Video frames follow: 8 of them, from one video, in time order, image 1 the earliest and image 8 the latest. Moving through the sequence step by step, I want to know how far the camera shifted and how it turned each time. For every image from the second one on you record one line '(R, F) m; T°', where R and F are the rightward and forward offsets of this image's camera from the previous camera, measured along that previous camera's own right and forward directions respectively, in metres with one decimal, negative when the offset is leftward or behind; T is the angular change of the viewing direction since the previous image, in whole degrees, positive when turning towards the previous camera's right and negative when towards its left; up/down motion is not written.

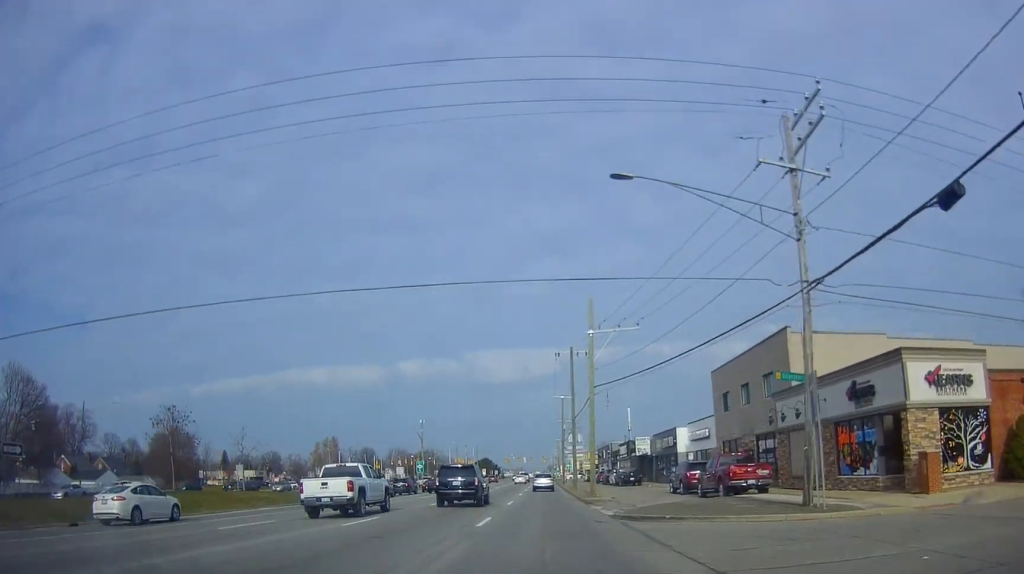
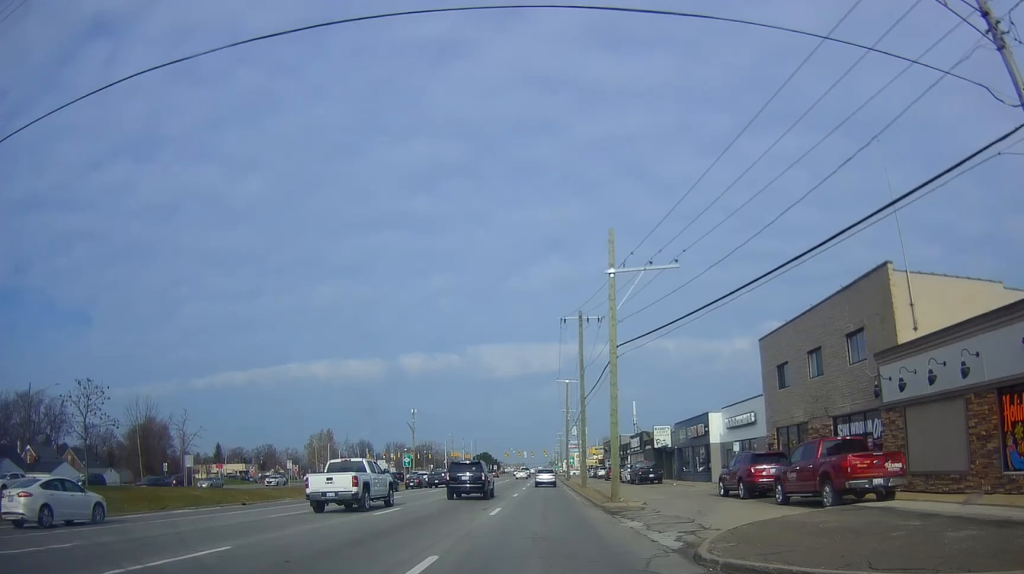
(+0.3, +10.5) m; -1°
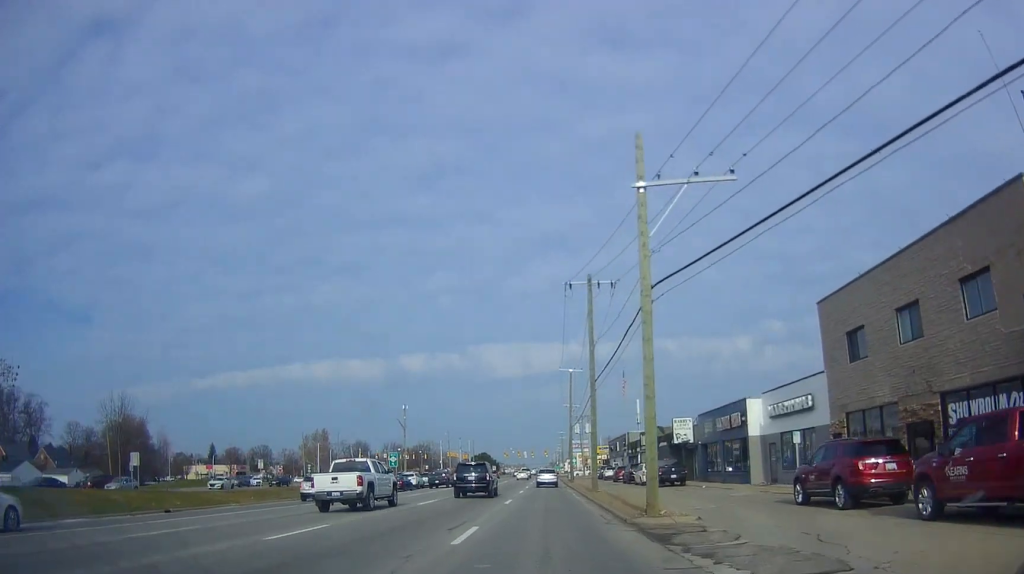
(0.0, +8.6) m; -1°
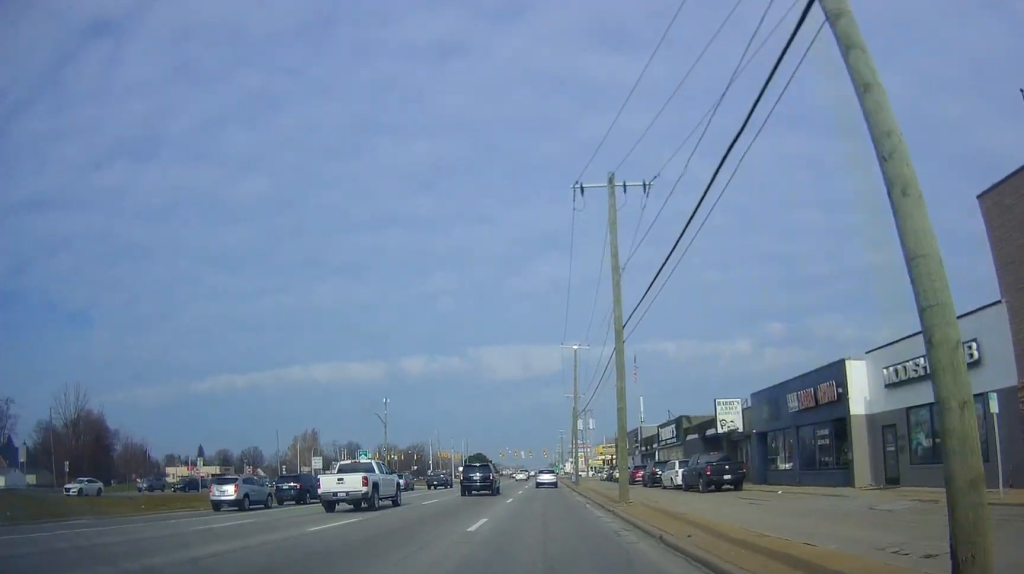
(-0.5, +13.1) m; -1°
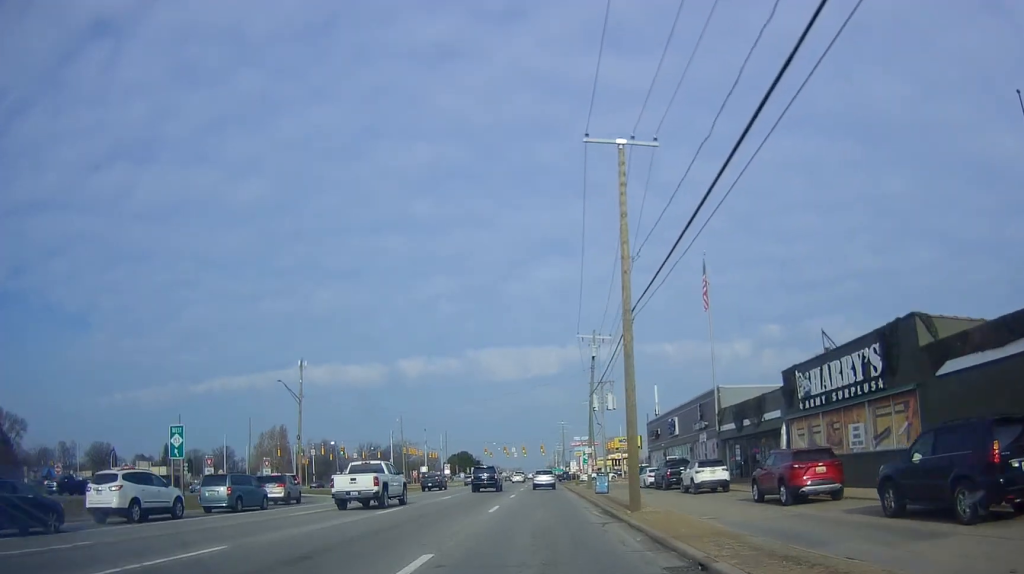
(+1.1, +36.1) m; +1°
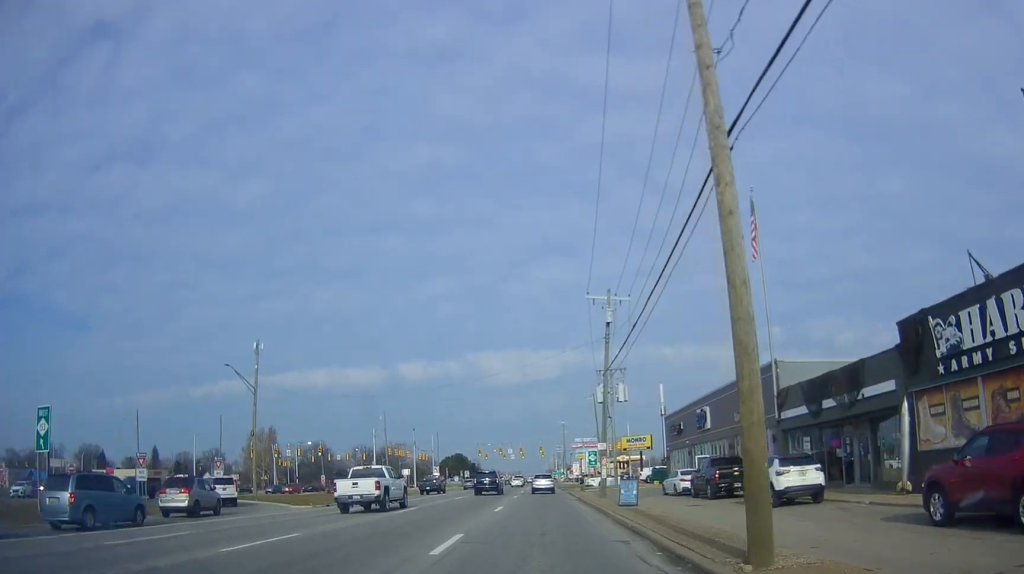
(0.0, +11.2) m; 0°
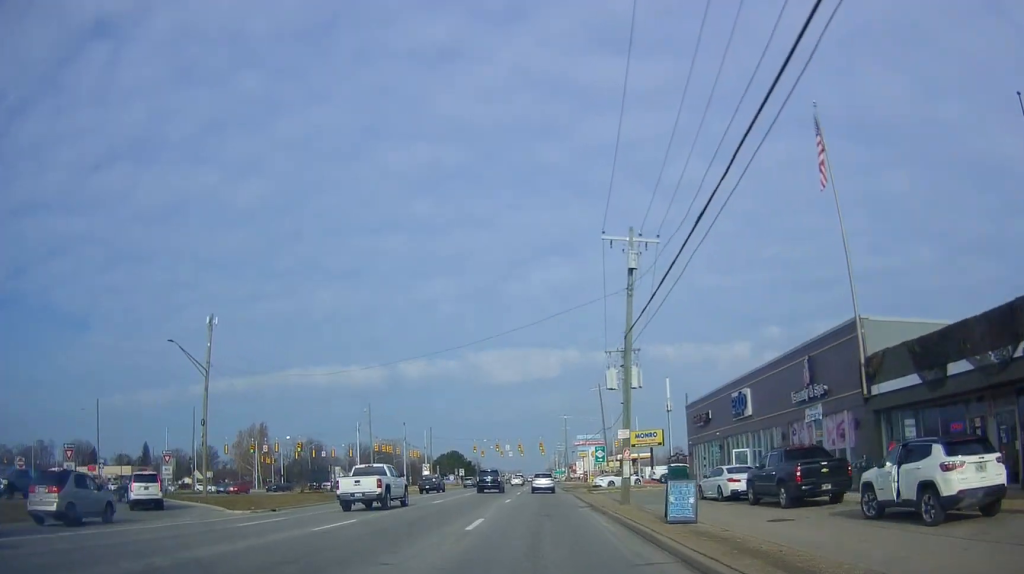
(-0.4, +9.2) m; 0°
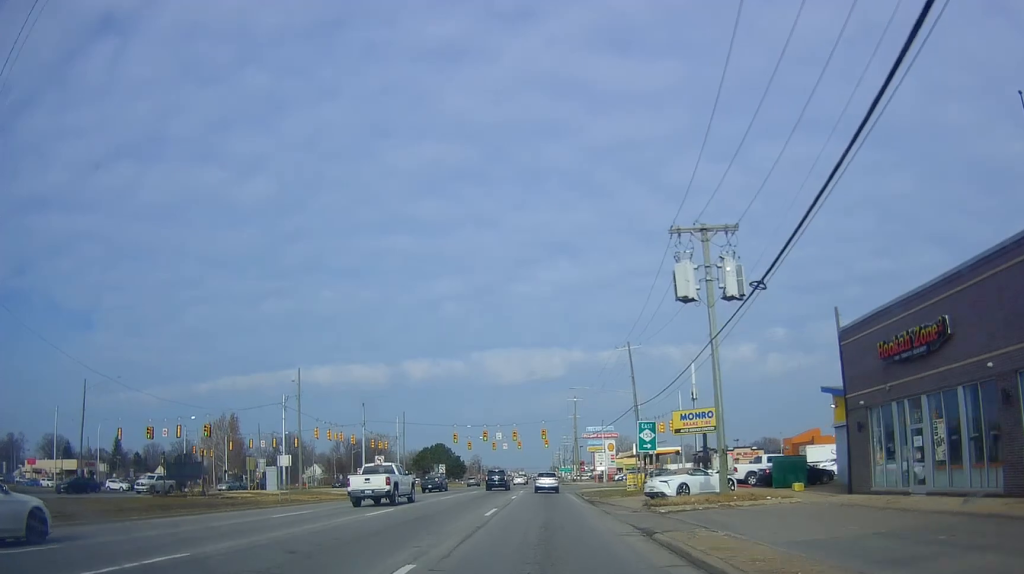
(+0.5, +28.2) m; 0°
